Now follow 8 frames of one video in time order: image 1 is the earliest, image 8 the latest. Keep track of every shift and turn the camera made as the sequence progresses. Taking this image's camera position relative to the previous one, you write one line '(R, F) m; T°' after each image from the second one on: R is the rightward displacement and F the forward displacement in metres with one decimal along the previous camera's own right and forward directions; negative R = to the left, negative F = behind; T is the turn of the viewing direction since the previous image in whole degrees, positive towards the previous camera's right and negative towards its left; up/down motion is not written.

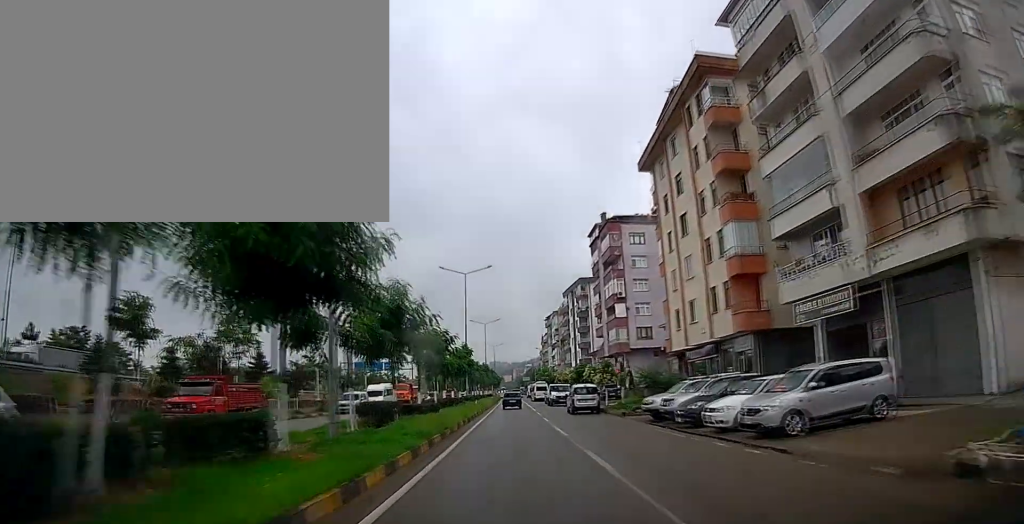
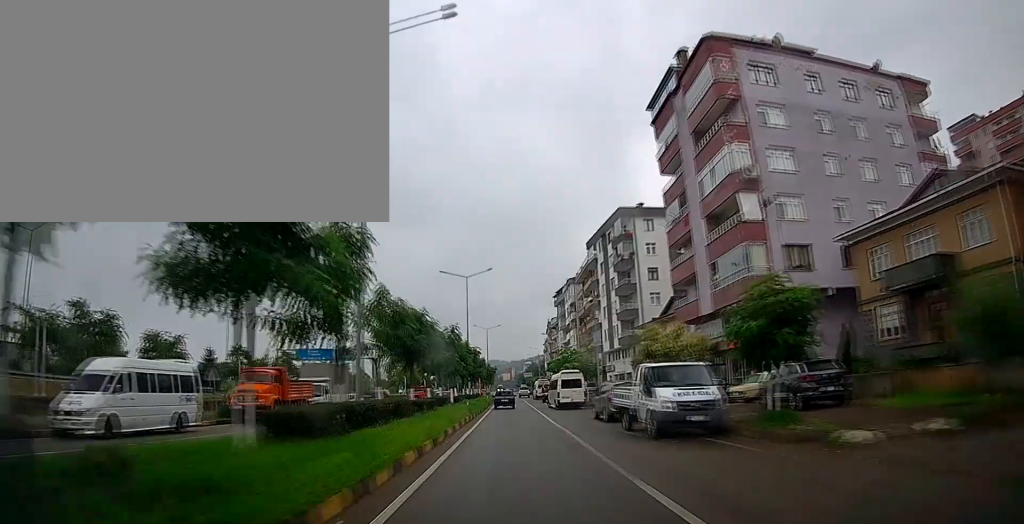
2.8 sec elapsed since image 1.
(+0.9, +37.6) m; +2°
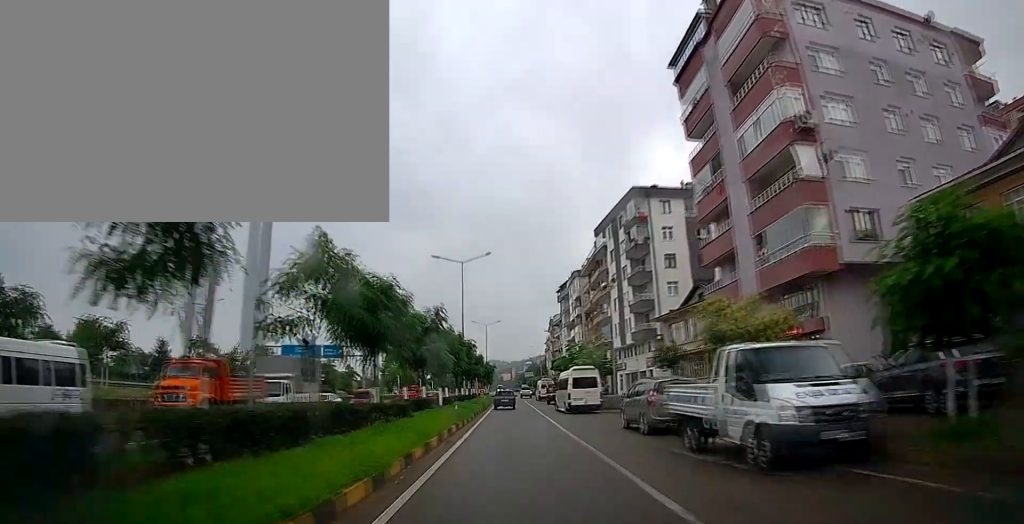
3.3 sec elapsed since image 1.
(-0.2, +6.6) m; 0°
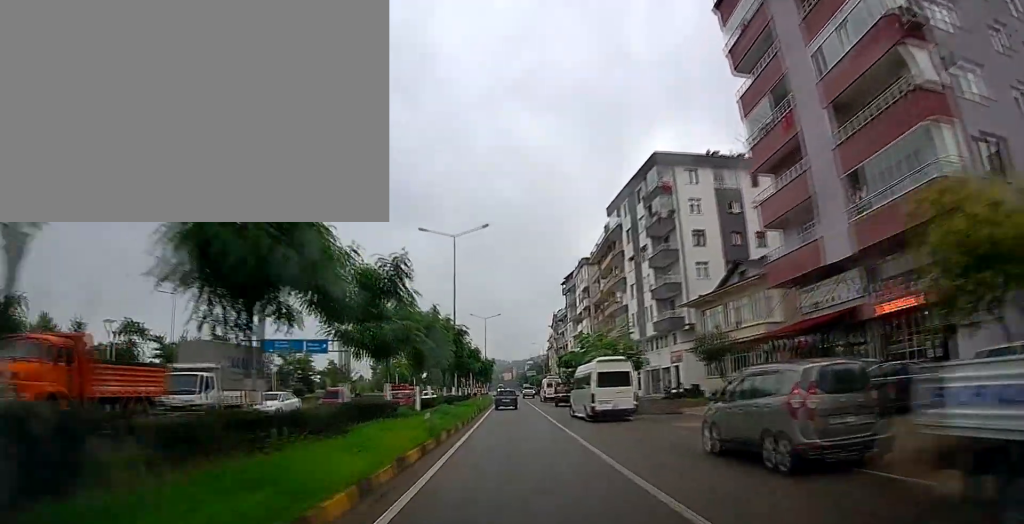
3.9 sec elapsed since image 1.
(-0.2, +8.4) m; 0°
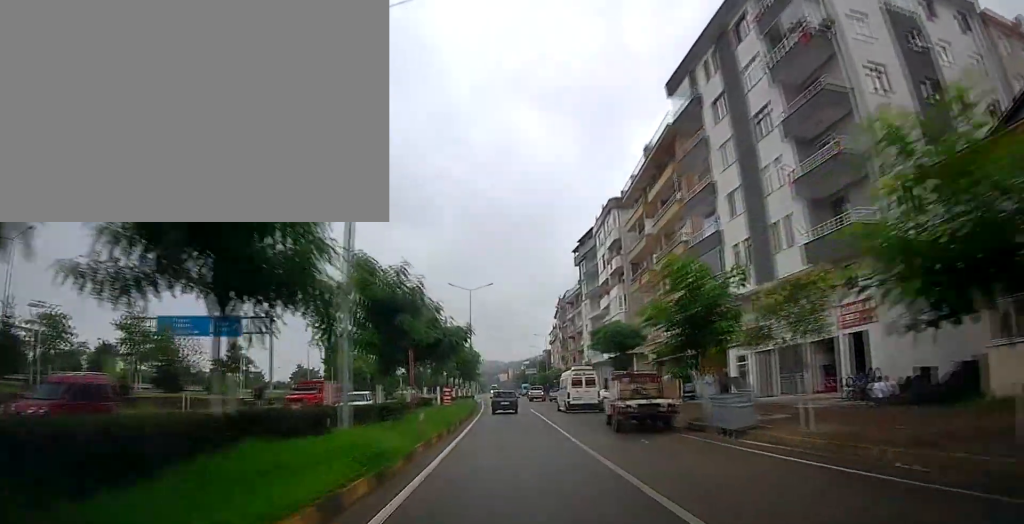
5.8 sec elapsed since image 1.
(0.0, +26.6) m; 0°
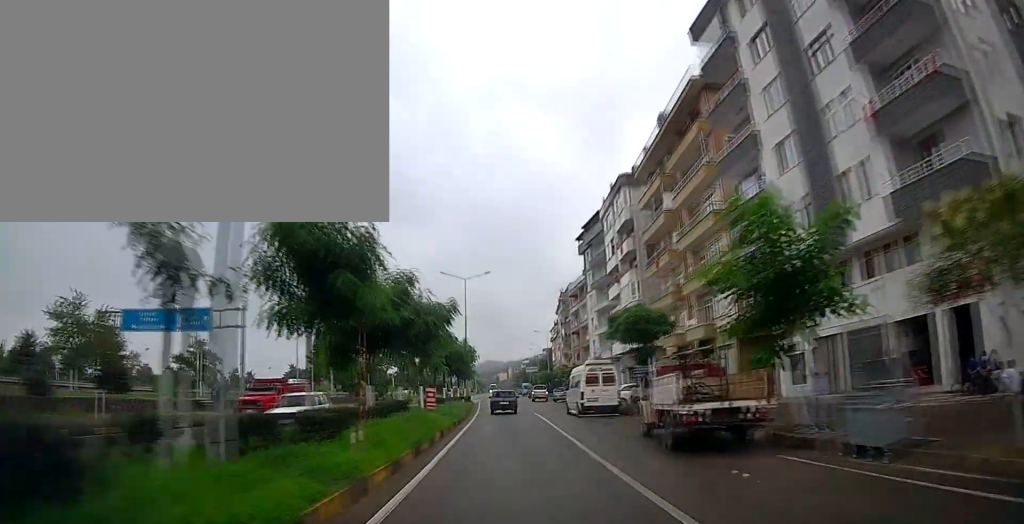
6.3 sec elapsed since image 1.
(+0.2, +6.2) m; 0°
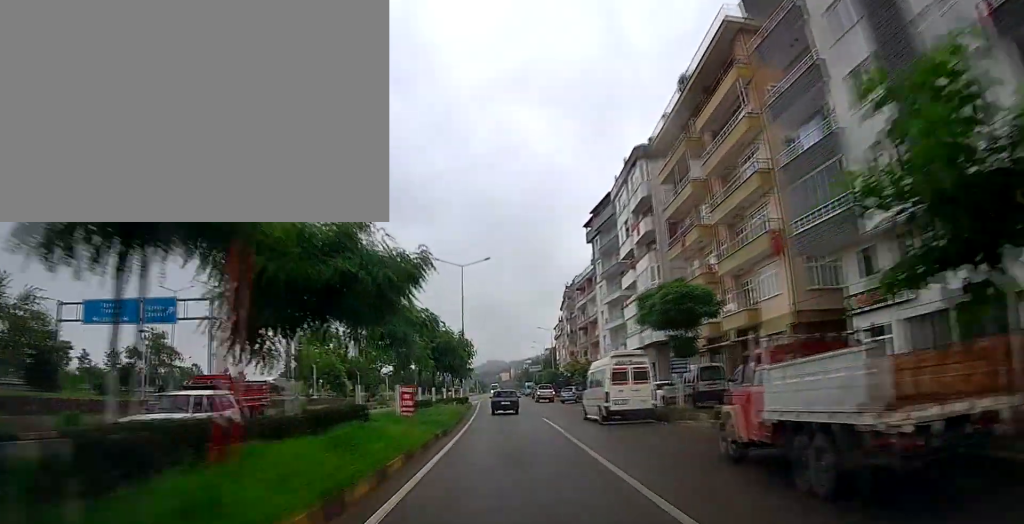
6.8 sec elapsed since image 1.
(+0.2, +6.2) m; 0°
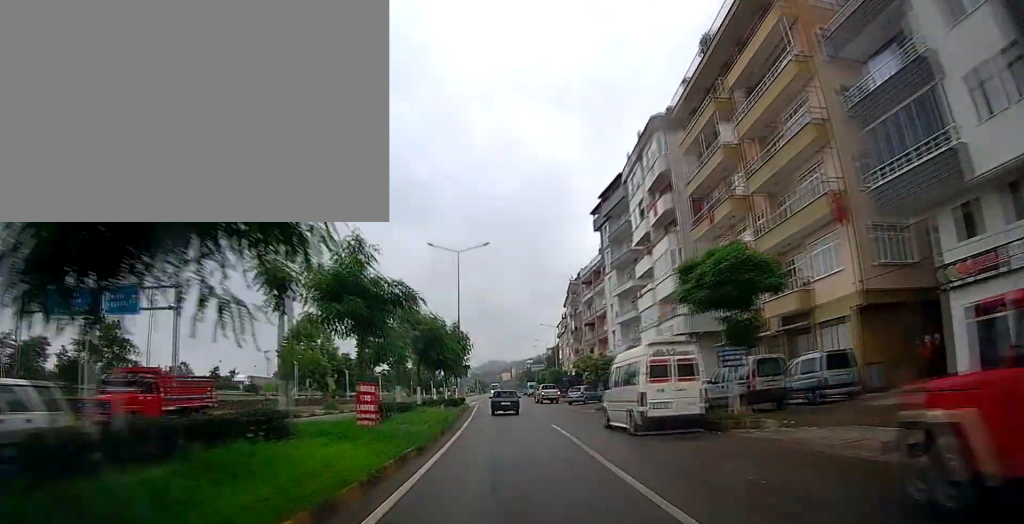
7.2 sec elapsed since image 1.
(-0.1, +5.3) m; -1°
